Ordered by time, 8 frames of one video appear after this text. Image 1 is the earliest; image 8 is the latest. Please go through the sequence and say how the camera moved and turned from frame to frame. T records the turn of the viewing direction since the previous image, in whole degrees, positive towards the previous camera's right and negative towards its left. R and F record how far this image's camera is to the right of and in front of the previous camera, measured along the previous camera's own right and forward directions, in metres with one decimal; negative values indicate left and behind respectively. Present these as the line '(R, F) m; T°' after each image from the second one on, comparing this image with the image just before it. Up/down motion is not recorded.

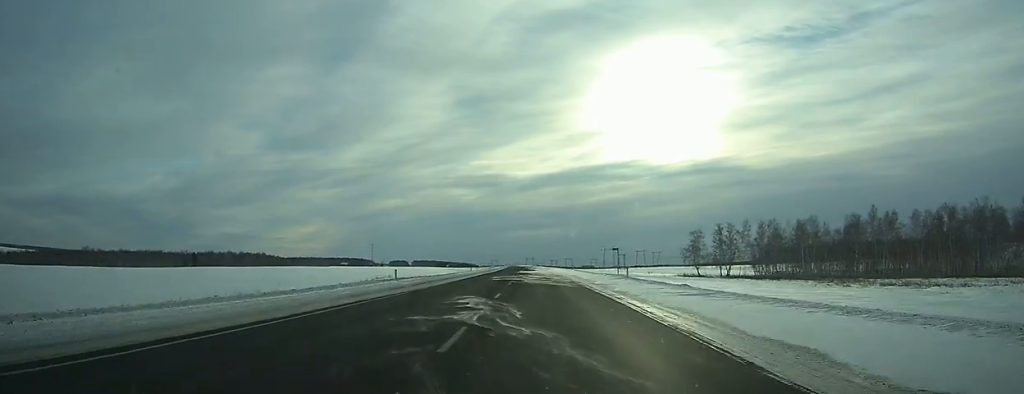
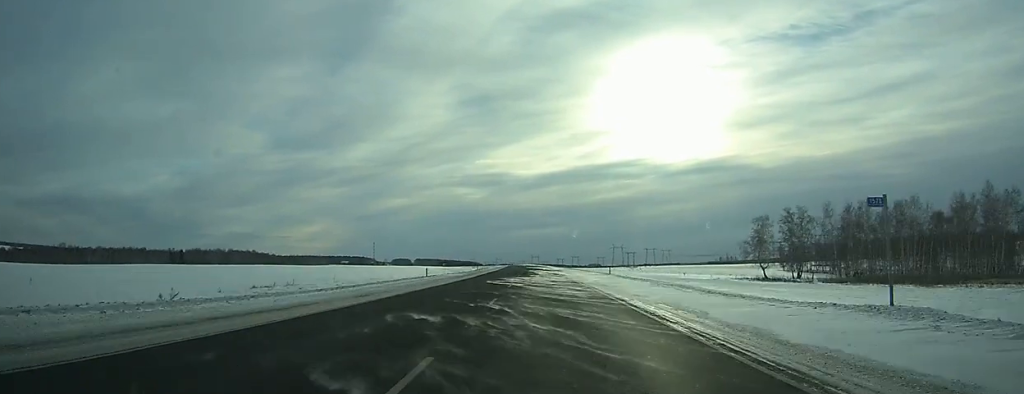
(-0.2, +39.4) m; 0°
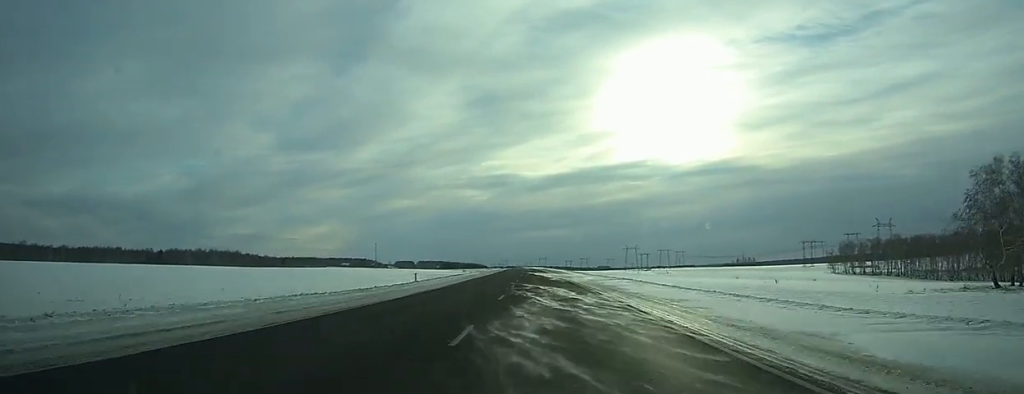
(-0.3, +55.5) m; -1°
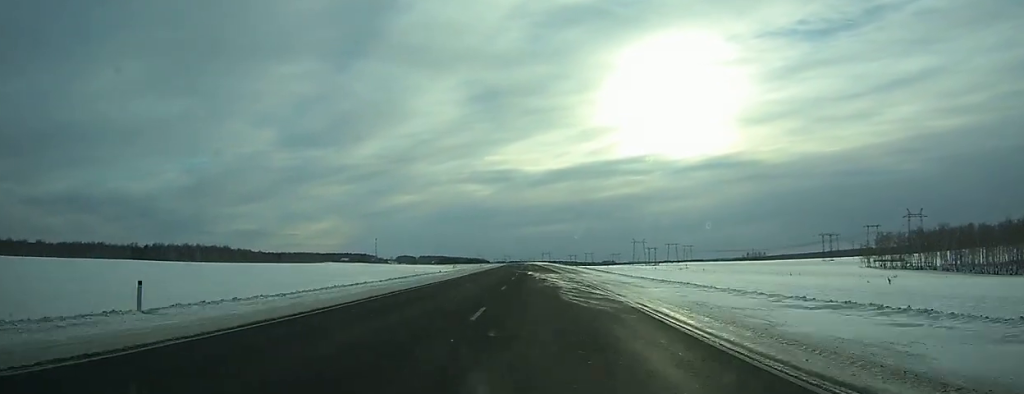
(-0.1, +32.2) m; -1°
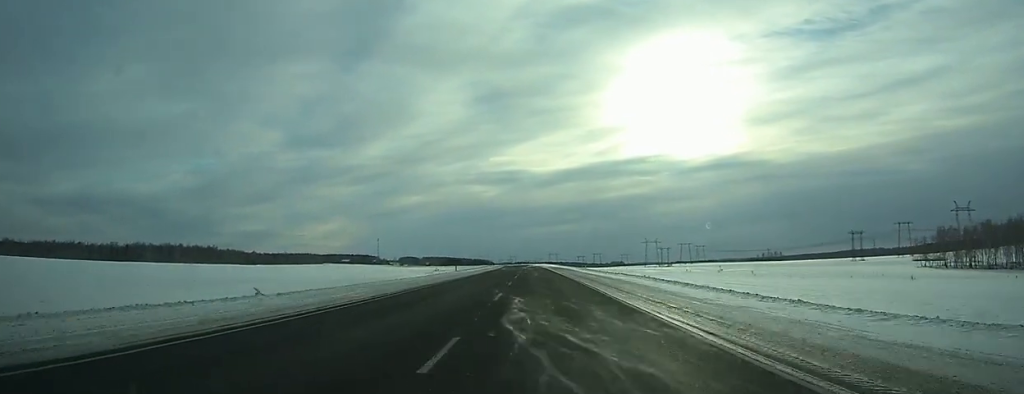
(-0.3, +41.3) m; -1°
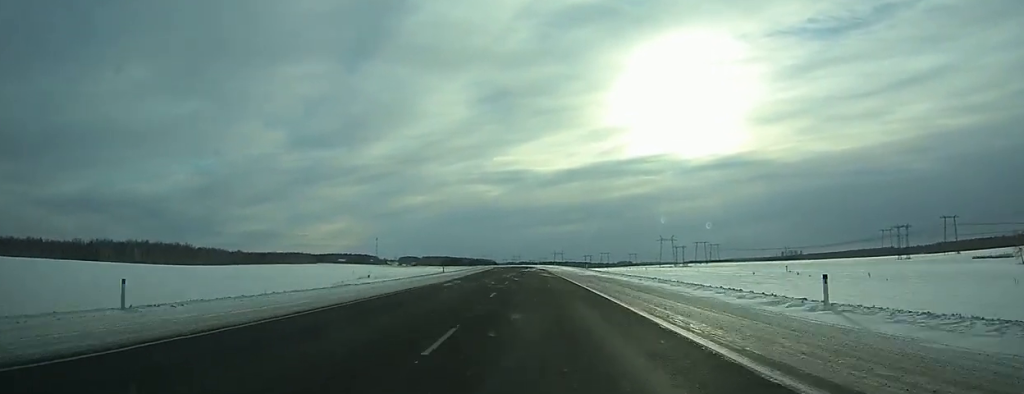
(-0.2, +57.6) m; -1°
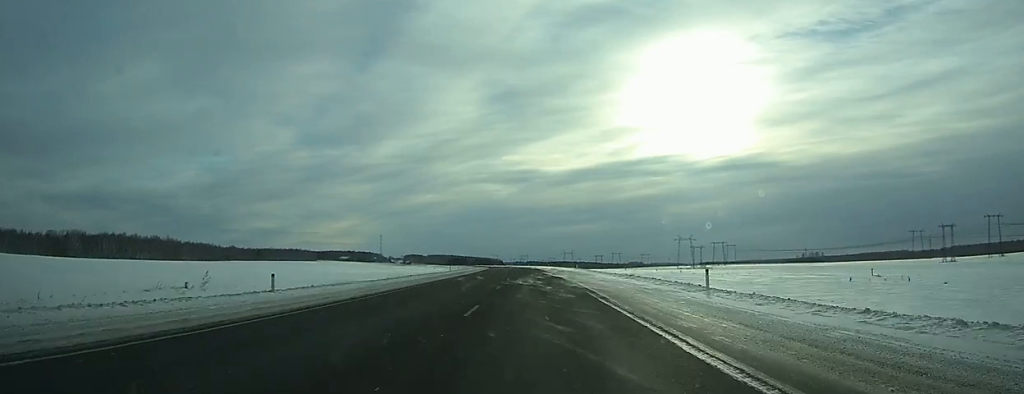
(-0.2, +41.7) m; -1°
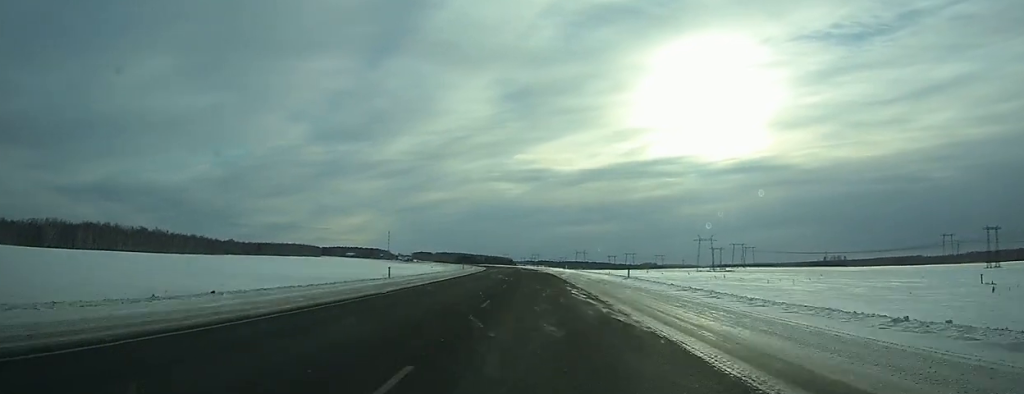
(-0.2, +32.7) m; -1°
